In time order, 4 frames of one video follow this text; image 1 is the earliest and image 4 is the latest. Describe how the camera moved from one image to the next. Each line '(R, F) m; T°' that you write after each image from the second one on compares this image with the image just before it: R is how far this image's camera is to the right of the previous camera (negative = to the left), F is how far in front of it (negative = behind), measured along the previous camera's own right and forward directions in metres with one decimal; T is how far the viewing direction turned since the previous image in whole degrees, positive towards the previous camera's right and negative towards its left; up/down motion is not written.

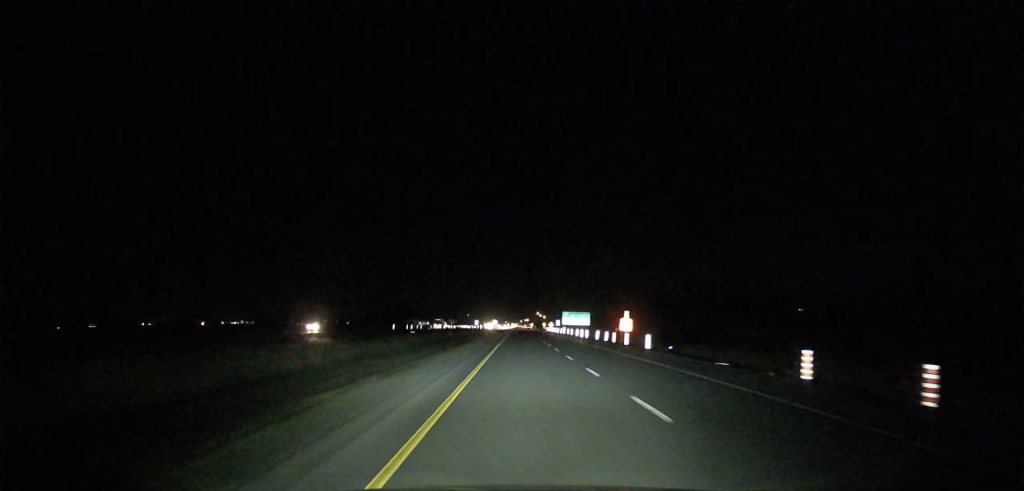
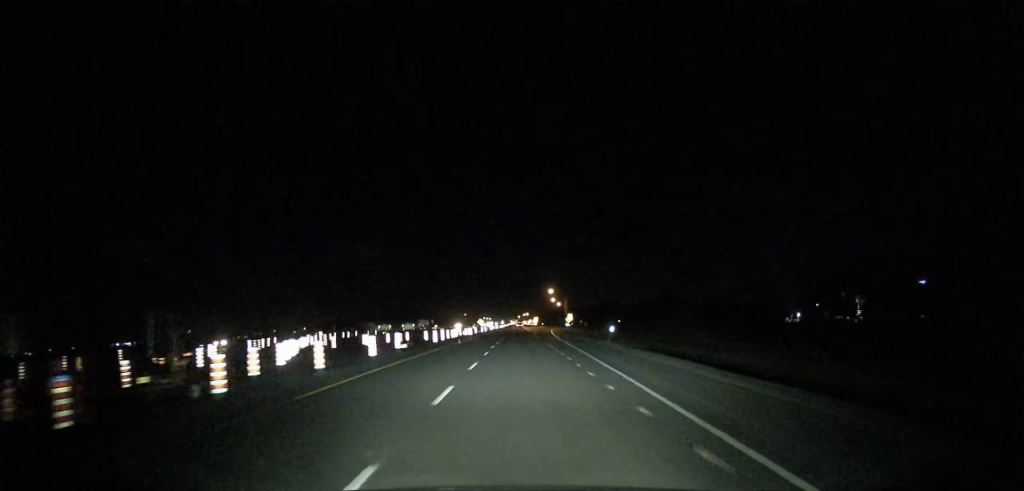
(+0.4, +228.3) m; 0°
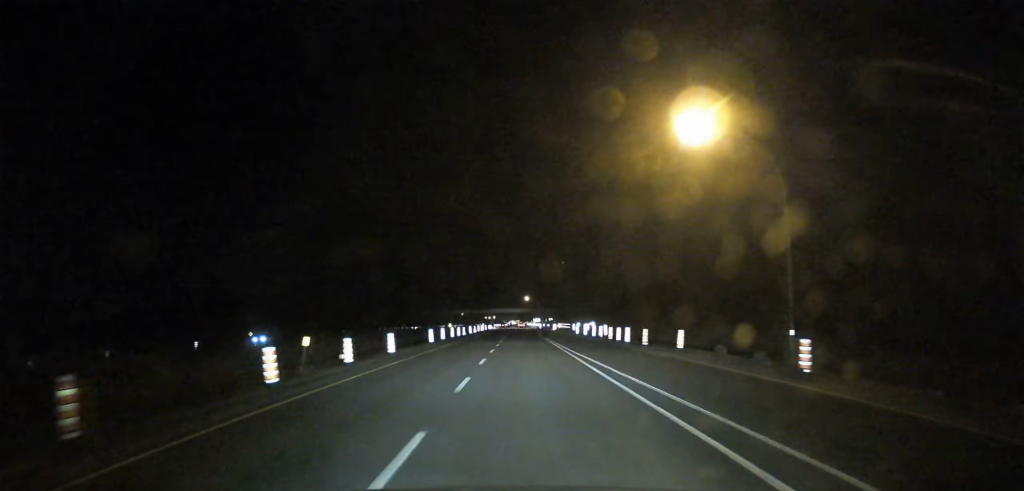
(-3.1, +583.9) m; 0°
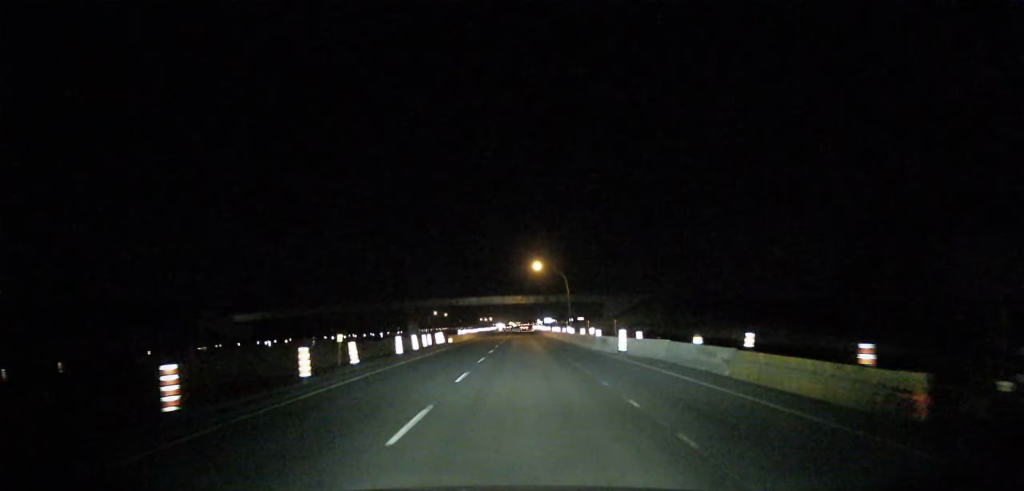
(+0.1, +122.3) m; 0°
